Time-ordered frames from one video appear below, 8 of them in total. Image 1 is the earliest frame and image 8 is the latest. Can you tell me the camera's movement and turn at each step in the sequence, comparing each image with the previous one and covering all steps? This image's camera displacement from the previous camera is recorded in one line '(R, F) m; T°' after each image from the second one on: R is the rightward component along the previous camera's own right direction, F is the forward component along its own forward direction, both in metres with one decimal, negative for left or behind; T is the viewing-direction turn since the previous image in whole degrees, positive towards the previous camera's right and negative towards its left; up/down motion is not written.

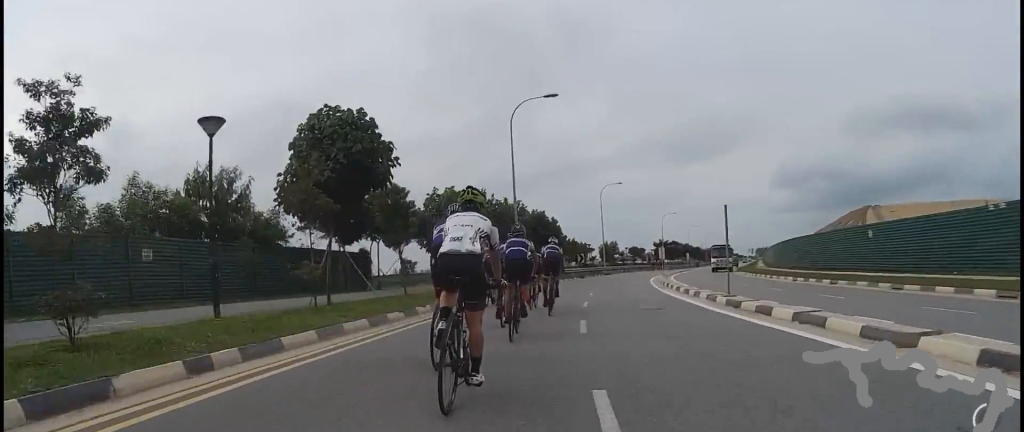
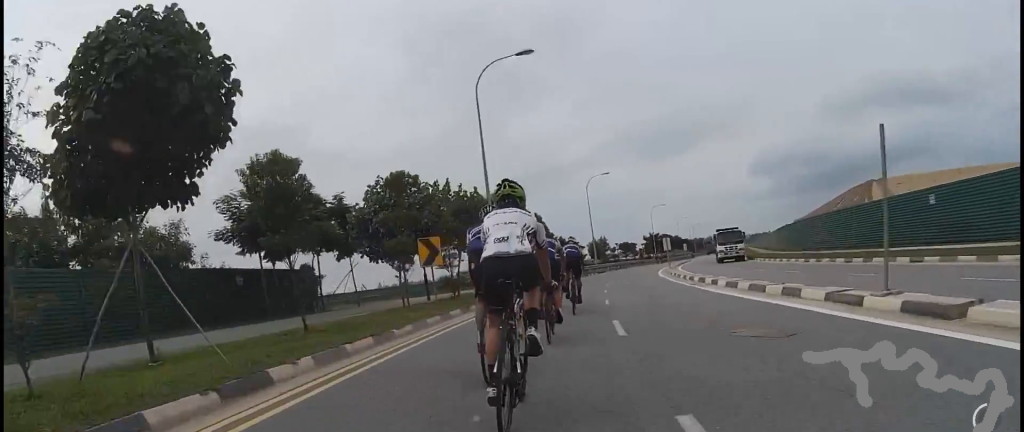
(+0.8, +7.1) m; 0°
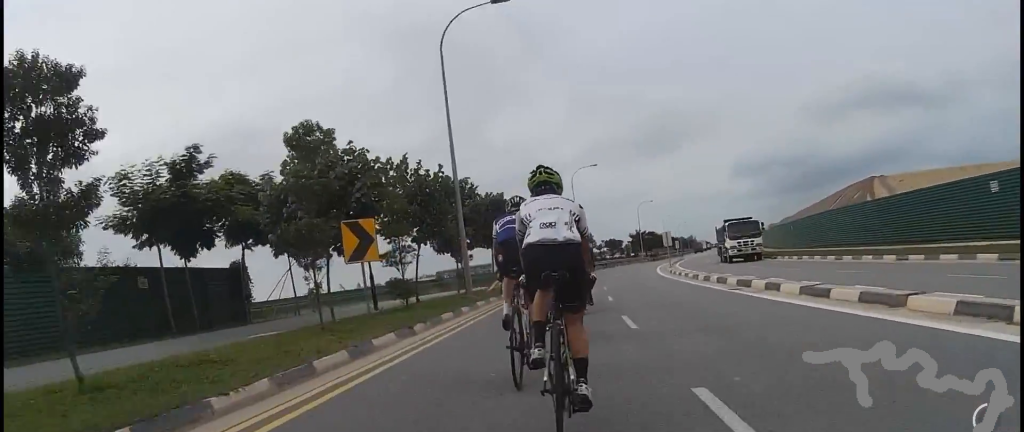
(+0.2, +5.4) m; 0°
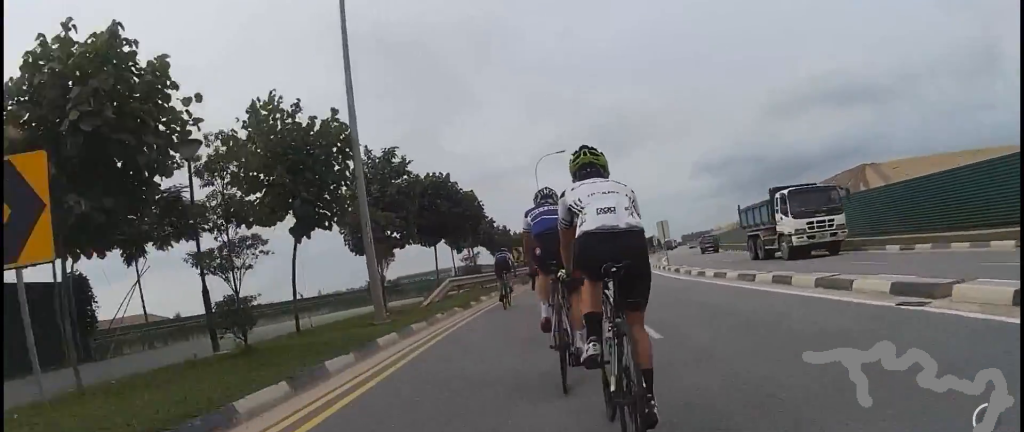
(-0.9, +7.9) m; 0°
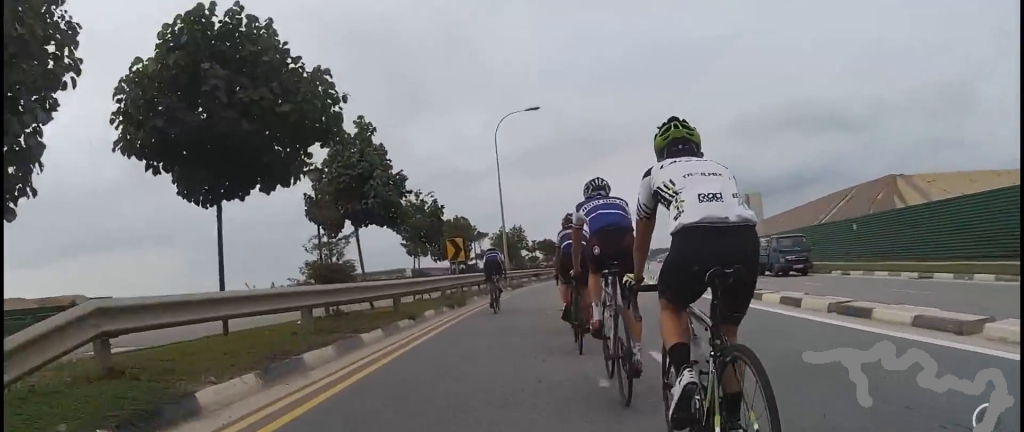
(+1.1, +14.5) m; +12°
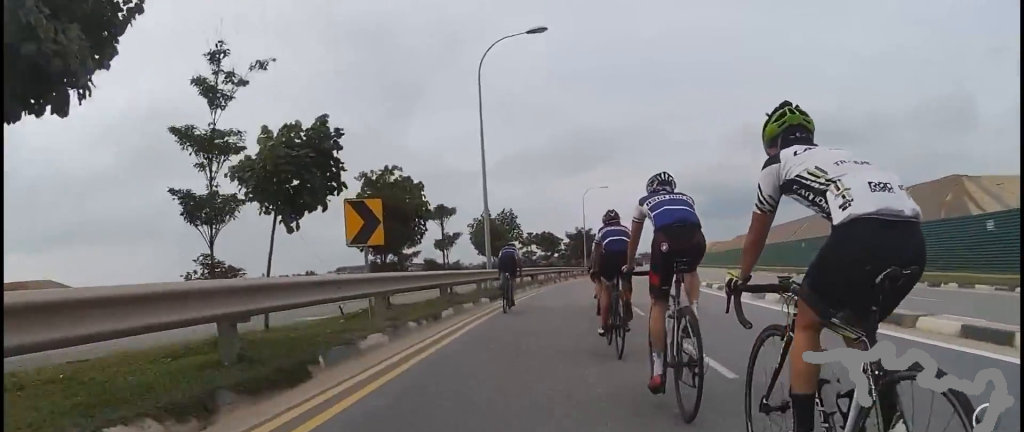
(+1.2, +11.7) m; +1°
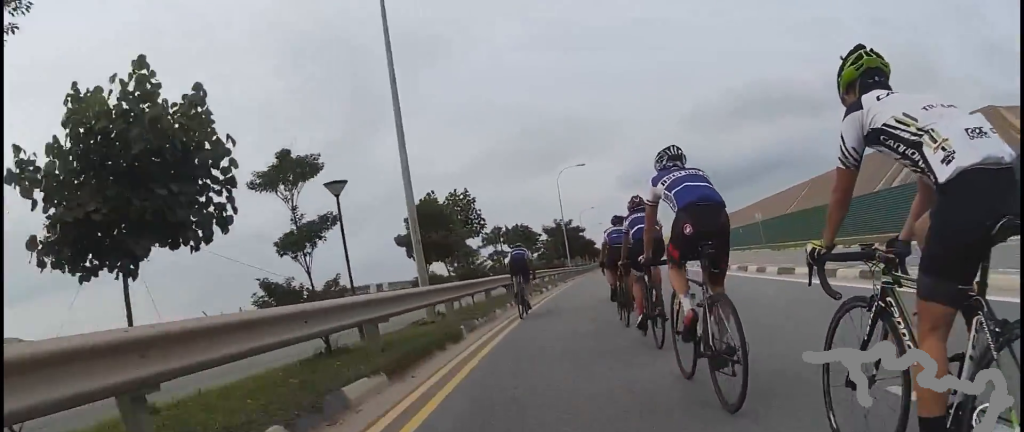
(-0.7, +9.9) m; -3°
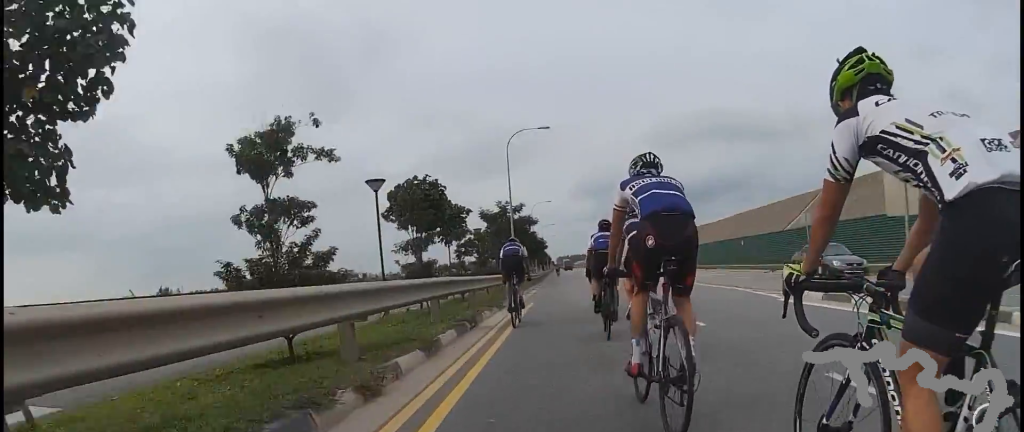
(0.0, +17.0) m; +5°
